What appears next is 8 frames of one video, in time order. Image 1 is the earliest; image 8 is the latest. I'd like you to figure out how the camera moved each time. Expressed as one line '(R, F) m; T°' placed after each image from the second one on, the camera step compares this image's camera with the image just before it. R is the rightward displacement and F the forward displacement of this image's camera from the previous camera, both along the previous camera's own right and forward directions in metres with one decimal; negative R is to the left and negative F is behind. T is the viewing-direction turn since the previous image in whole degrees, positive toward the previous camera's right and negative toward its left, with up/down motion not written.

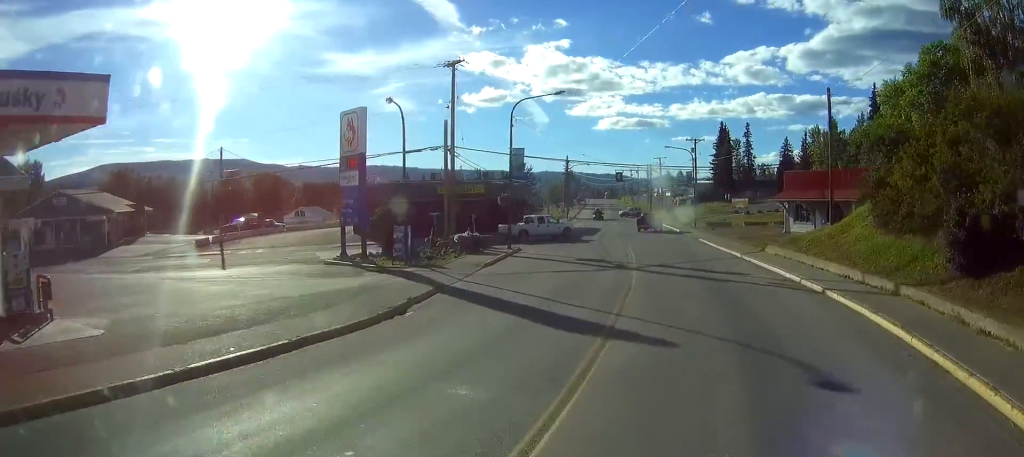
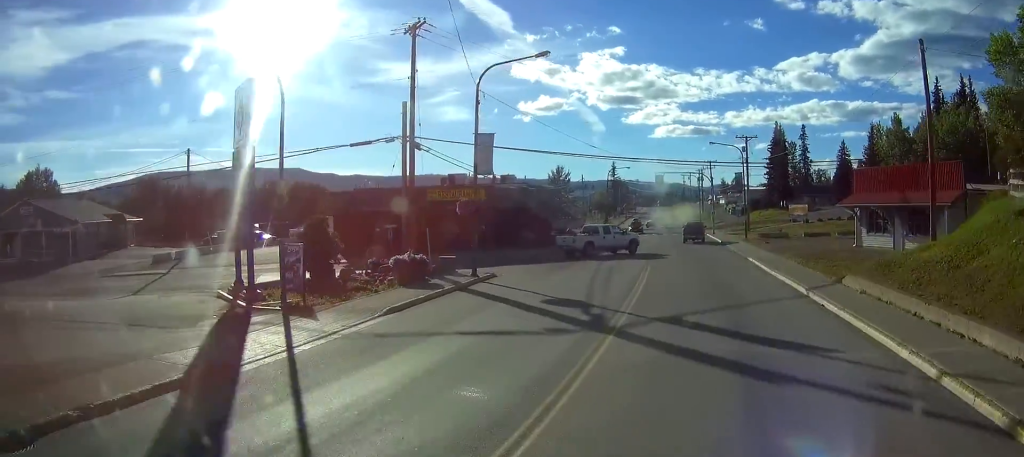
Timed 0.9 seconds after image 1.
(-0.6, +14.4) m; -5°
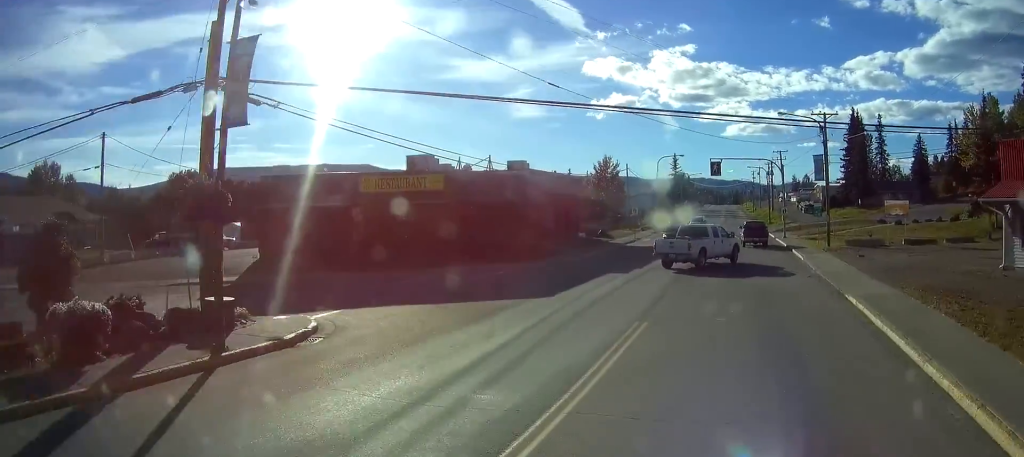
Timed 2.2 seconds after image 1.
(-1.4, +20.1) m; -6°
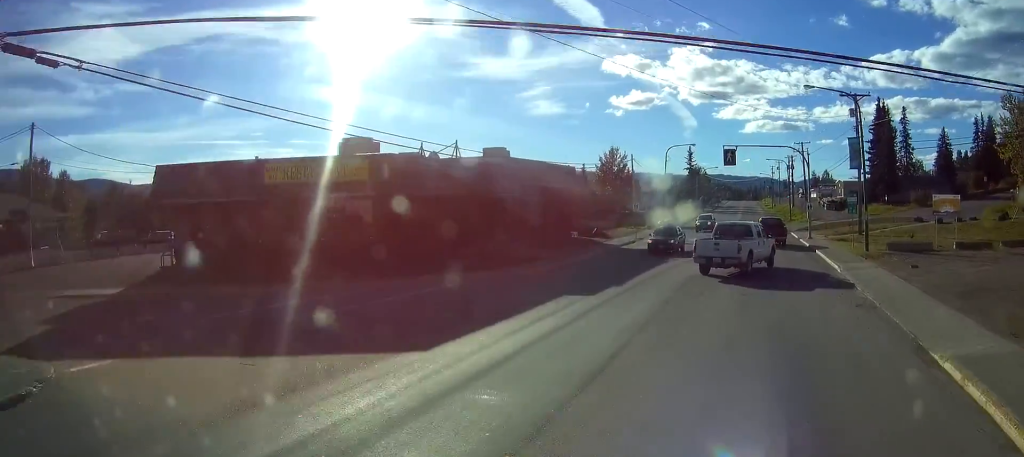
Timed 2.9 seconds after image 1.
(-0.2, +9.7) m; -2°
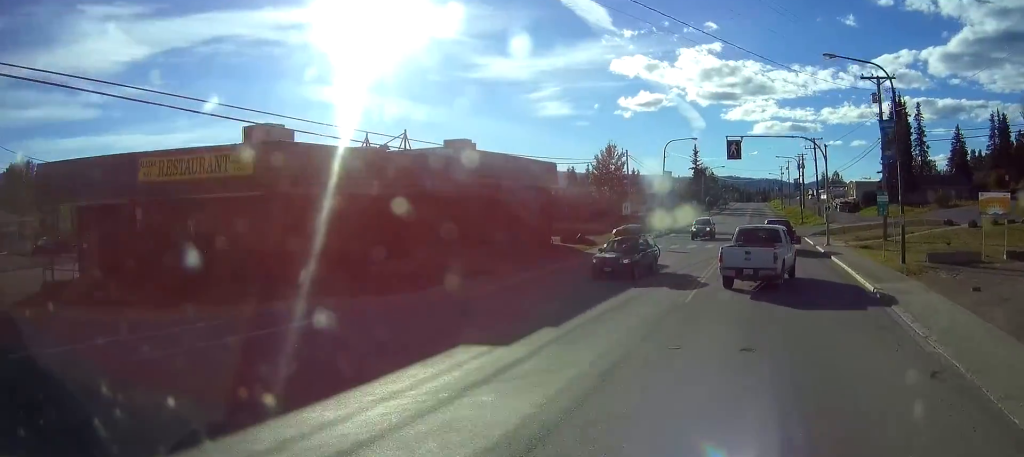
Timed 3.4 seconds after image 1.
(+0.1, +7.9) m; -1°
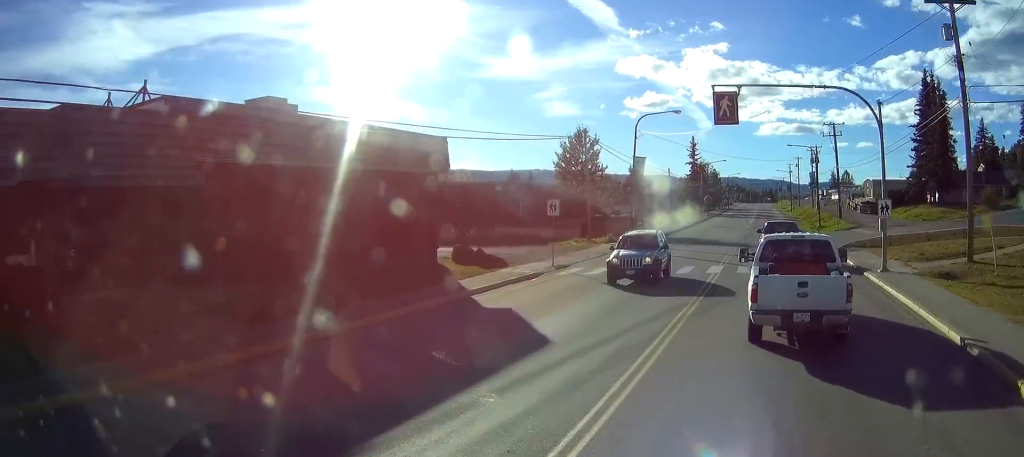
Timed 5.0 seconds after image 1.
(-0.4, +17.8) m; 0°
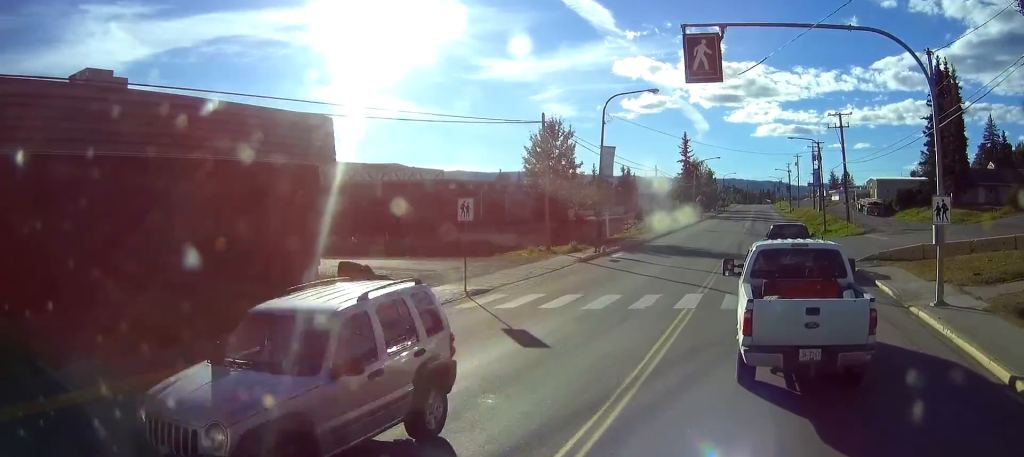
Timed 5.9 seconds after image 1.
(+0.1, +9.1) m; +2°
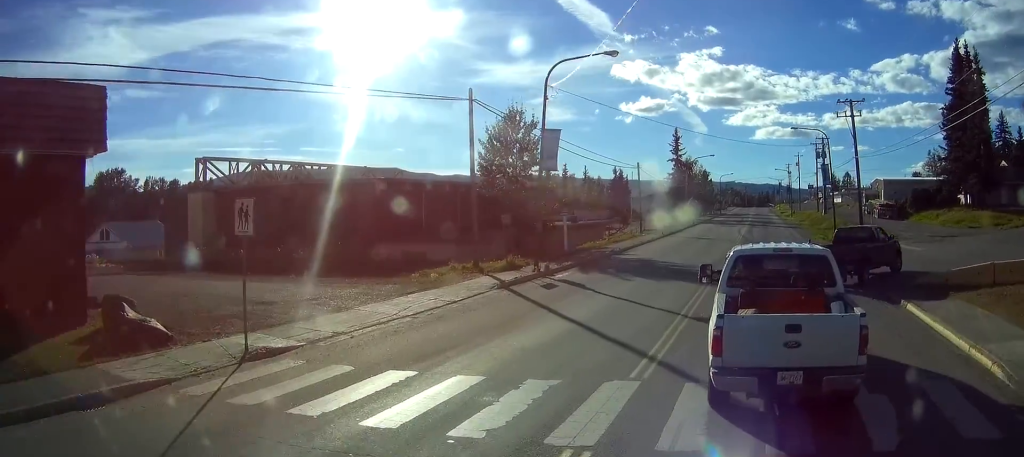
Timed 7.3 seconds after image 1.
(+0.4, +11.2) m; +1°
